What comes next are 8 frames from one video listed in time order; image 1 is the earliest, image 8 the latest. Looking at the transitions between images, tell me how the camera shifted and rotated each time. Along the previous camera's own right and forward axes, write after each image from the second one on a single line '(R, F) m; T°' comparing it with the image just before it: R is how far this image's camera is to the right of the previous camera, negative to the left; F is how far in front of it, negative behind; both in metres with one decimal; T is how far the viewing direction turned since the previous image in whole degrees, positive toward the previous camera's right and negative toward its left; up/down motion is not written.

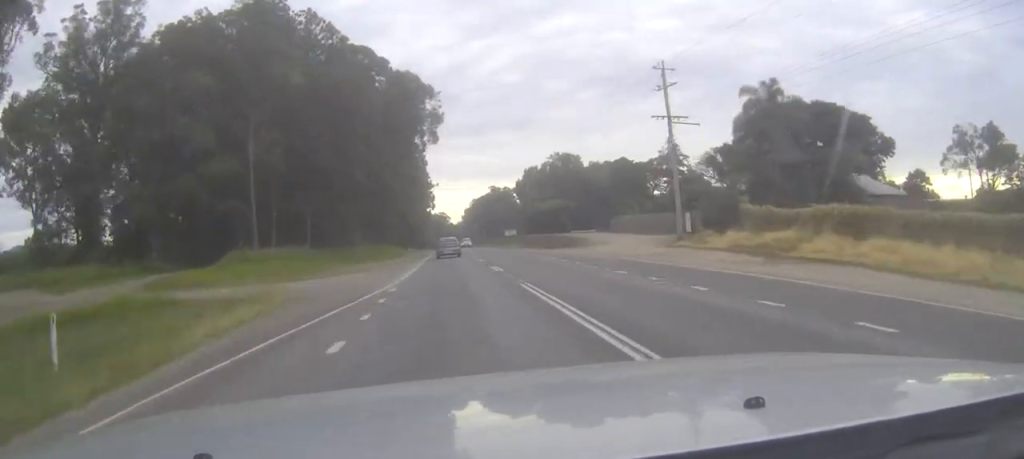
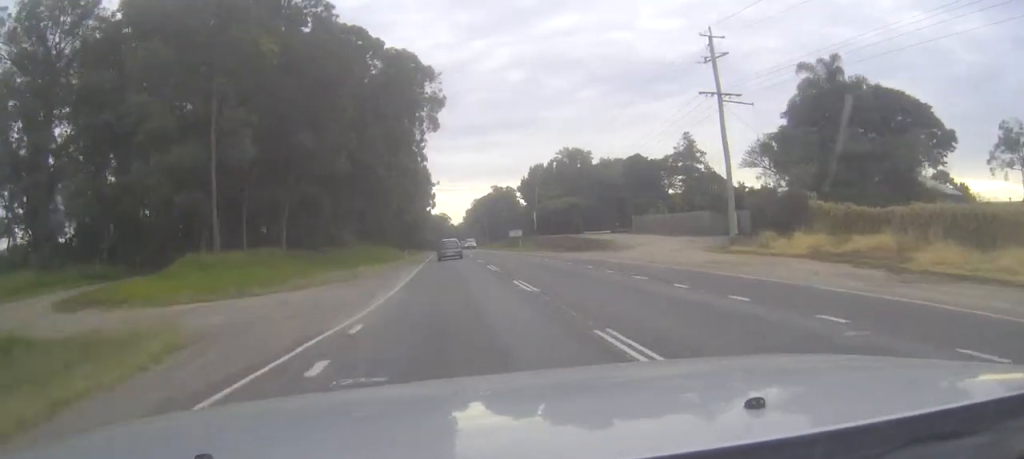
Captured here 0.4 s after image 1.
(0.0, +9.4) m; 0°
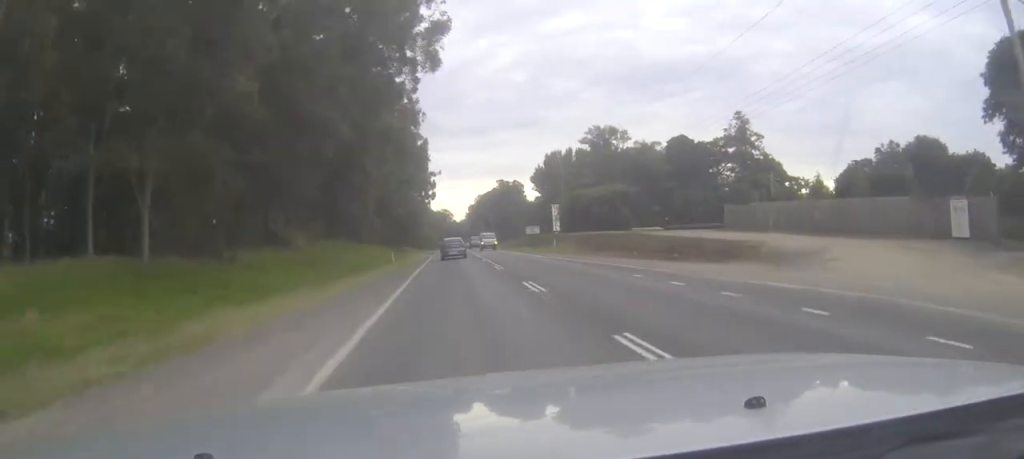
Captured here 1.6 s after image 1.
(0.0, +24.7) m; 0°
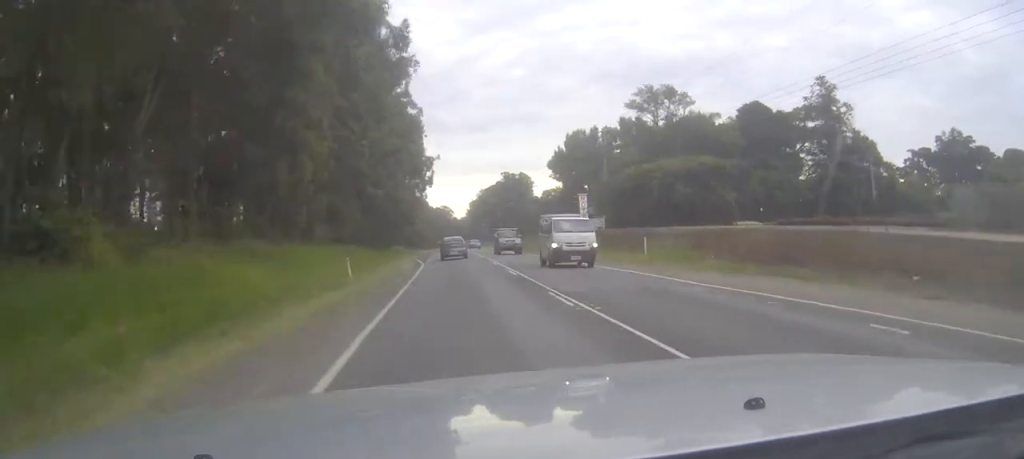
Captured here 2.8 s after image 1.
(-0.1, +27.8) m; 0°
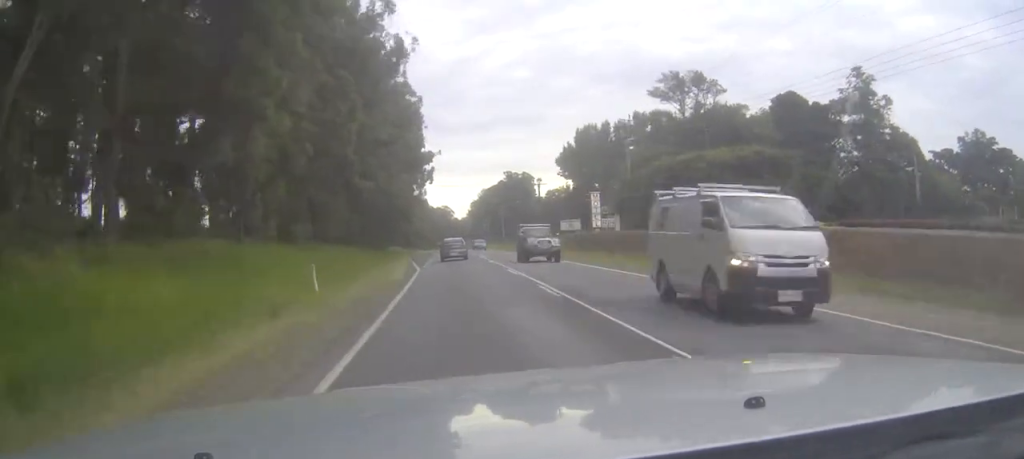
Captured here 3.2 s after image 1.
(0.0, +8.8) m; 0°
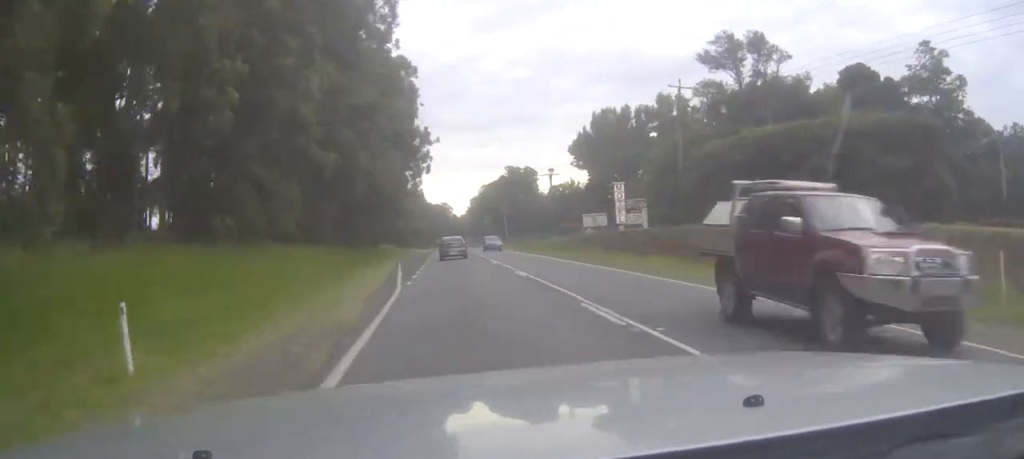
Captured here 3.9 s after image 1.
(+0.1, +14.8) m; +1°
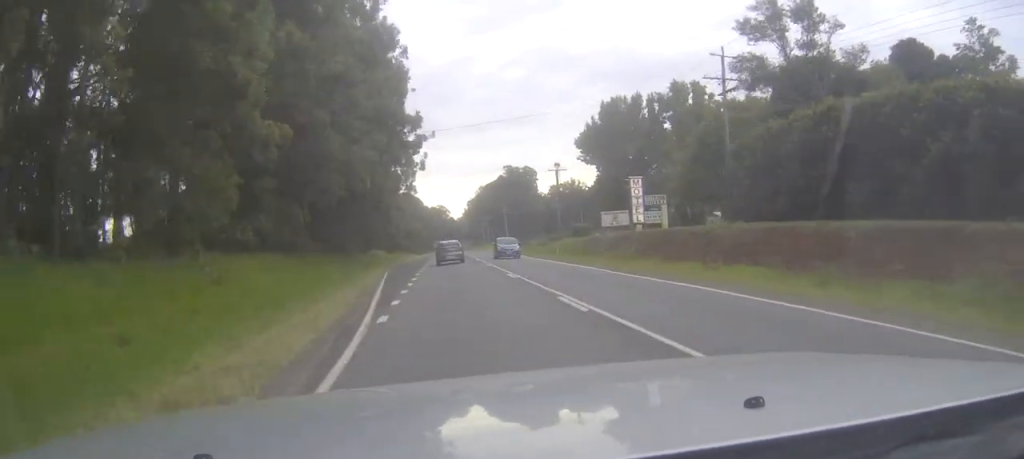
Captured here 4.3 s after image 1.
(+0.1, +9.6) m; 0°
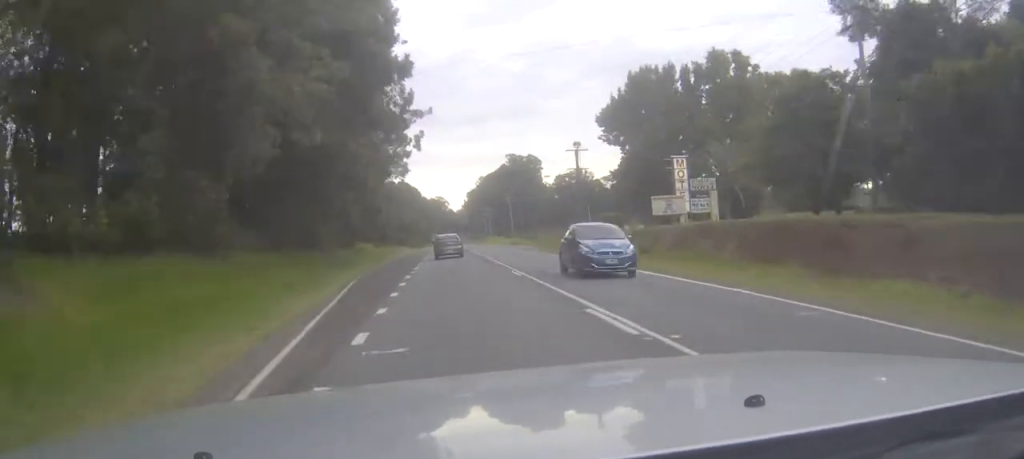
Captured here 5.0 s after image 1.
(0.0, +15.6) m; 0°
